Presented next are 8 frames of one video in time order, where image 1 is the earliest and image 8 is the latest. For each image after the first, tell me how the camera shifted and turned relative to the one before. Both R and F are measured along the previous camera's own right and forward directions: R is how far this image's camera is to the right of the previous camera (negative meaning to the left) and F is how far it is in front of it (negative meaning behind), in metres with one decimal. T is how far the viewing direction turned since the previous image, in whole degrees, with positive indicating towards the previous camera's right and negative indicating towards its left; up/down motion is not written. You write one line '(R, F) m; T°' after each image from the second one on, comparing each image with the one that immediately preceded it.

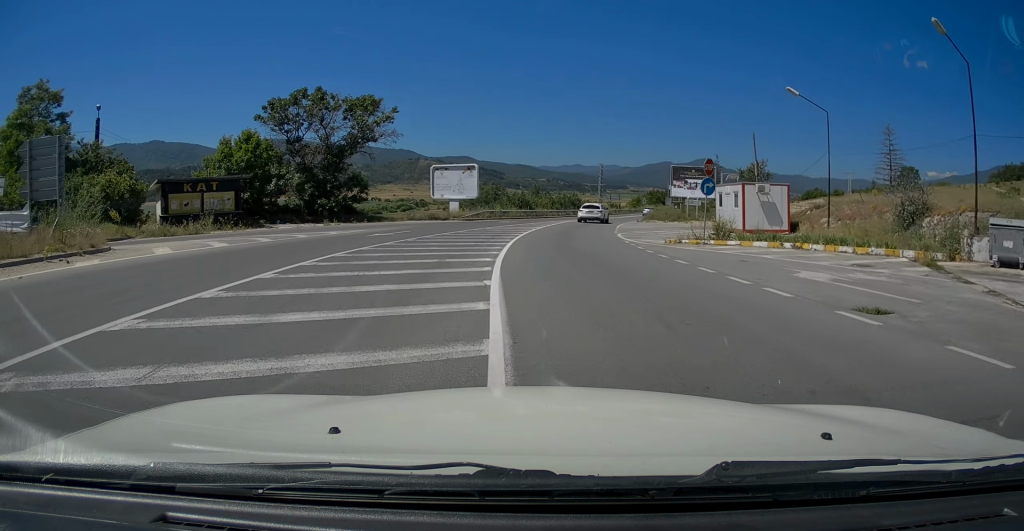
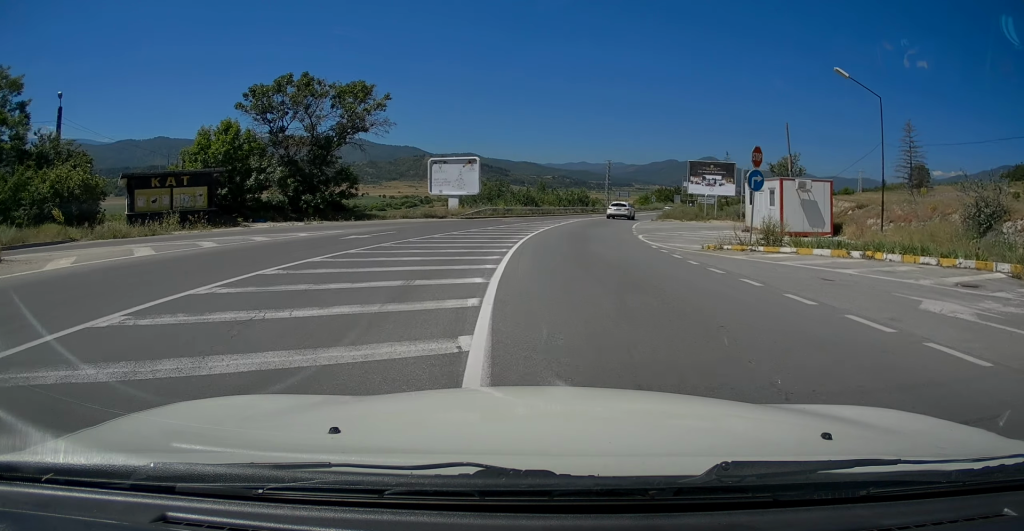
(-0.1, +4.8) m; -1°
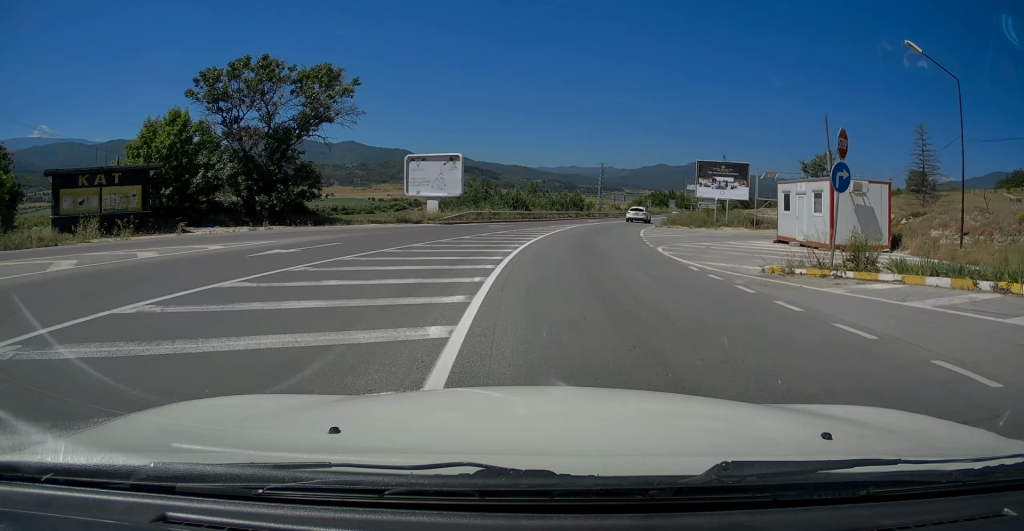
(-0.1, +6.4) m; +1°
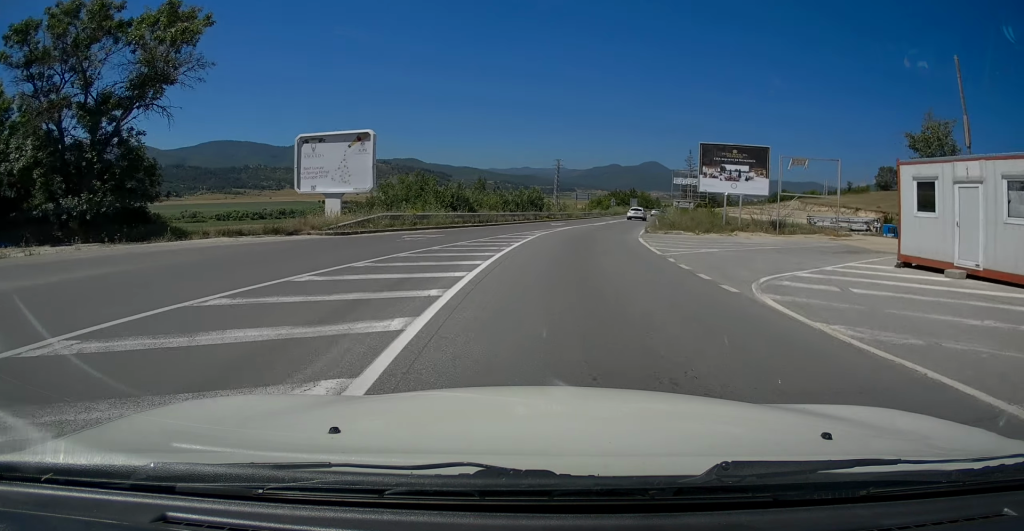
(+0.7, +14.0) m; +6°
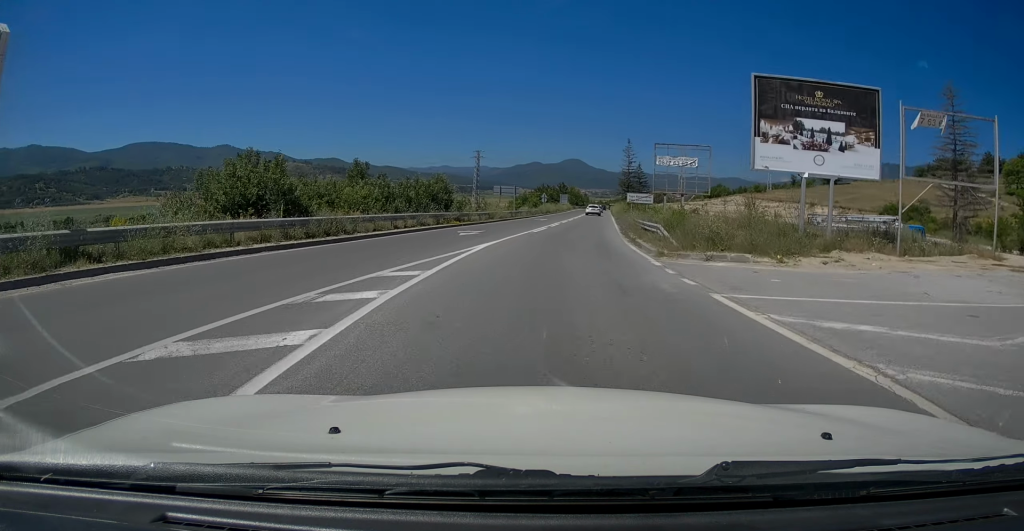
(+1.0, +20.0) m; +6°
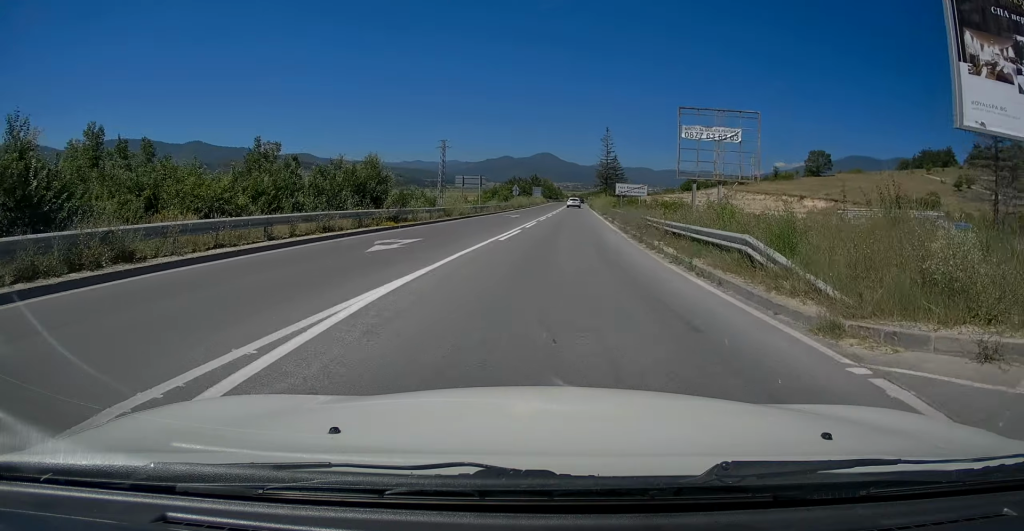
(+0.3, +11.1) m; +4°
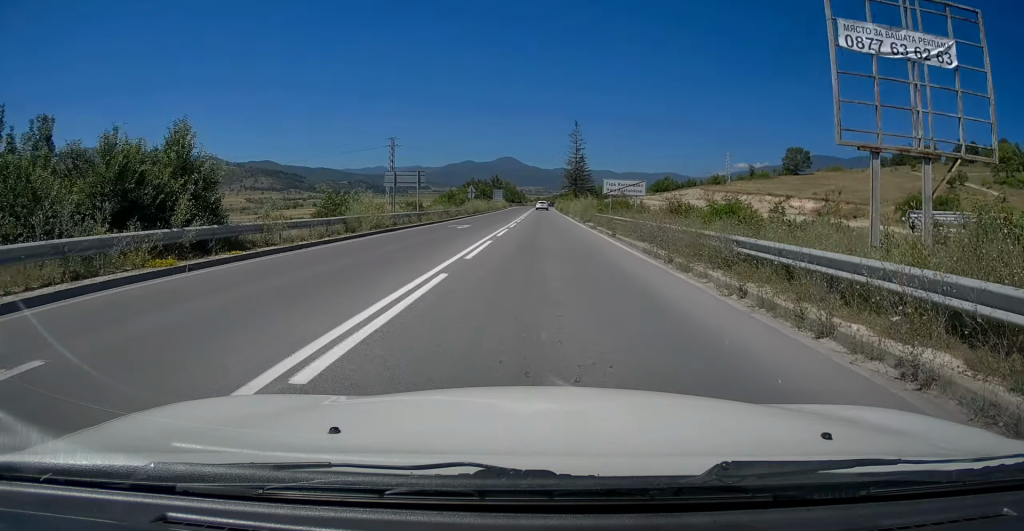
(+0.6, +14.5) m; +5°
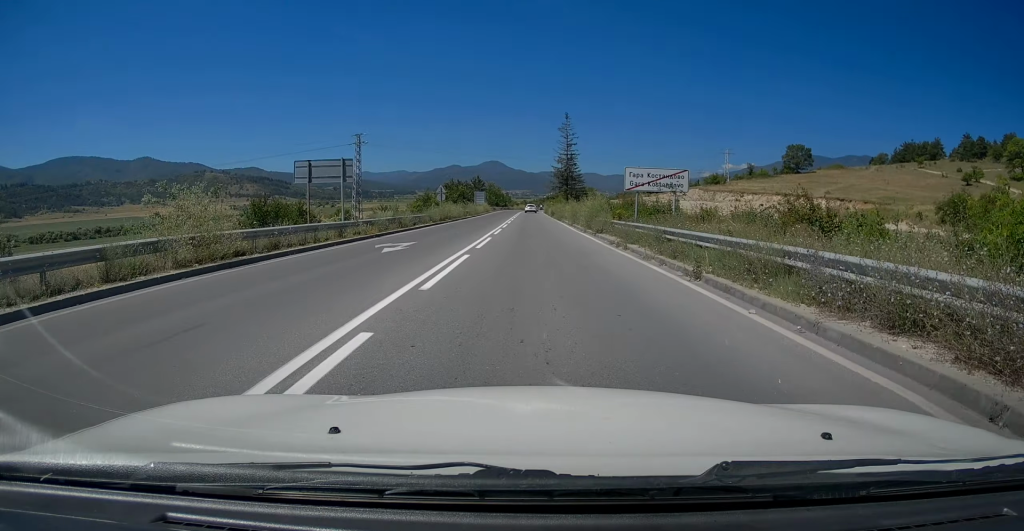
(+0.5, +13.7) m; -1°
